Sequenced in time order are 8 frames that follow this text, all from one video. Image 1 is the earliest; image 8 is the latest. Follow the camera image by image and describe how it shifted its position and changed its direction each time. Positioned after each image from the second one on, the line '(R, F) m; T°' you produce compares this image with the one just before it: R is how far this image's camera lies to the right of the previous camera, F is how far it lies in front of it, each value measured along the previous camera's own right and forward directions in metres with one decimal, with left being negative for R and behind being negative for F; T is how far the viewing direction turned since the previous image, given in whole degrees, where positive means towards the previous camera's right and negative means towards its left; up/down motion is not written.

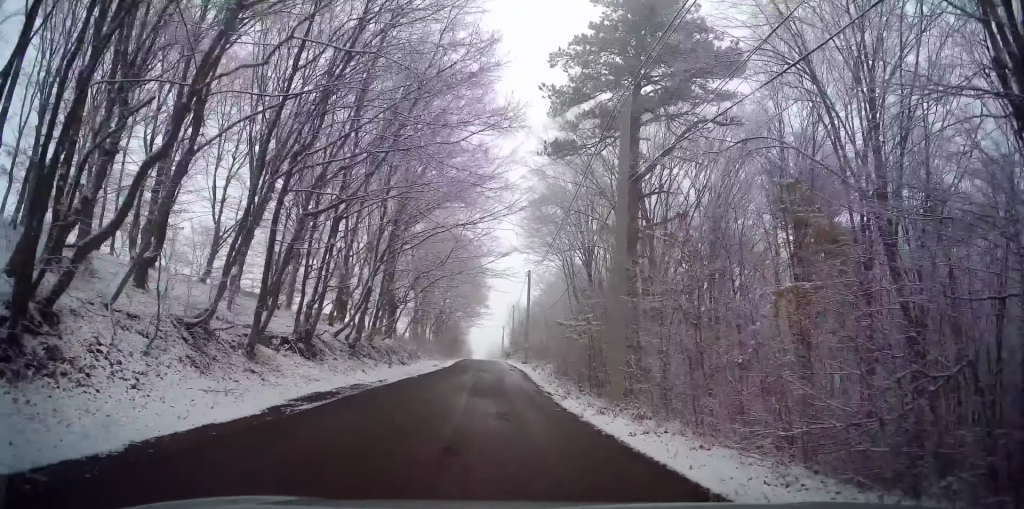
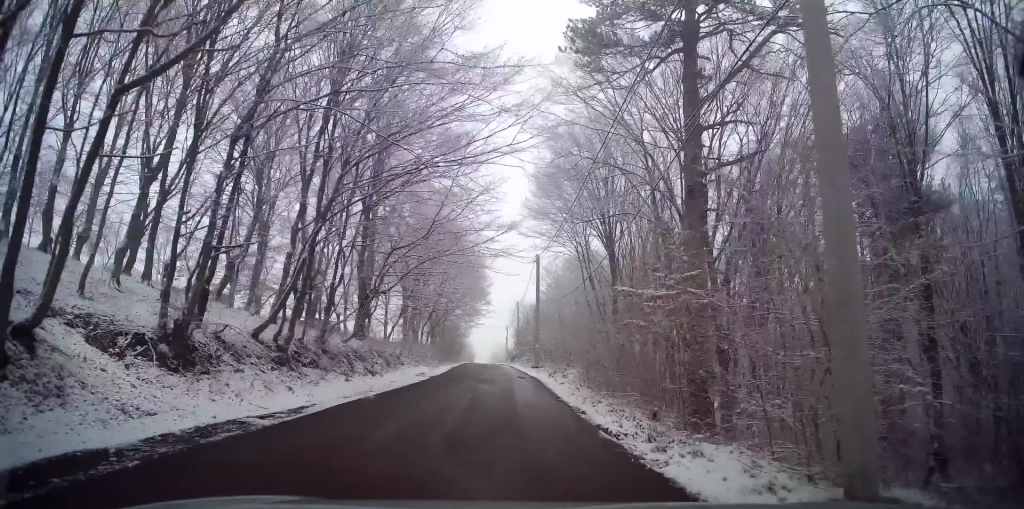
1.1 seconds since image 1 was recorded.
(-0.3, +7.6) m; -3°
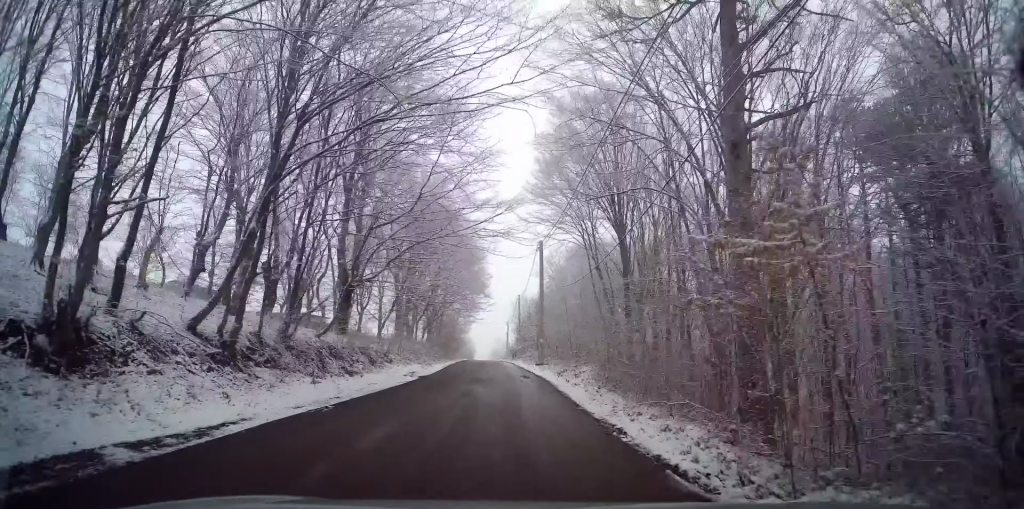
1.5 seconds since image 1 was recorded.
(0.0, +3.1) m; 0°
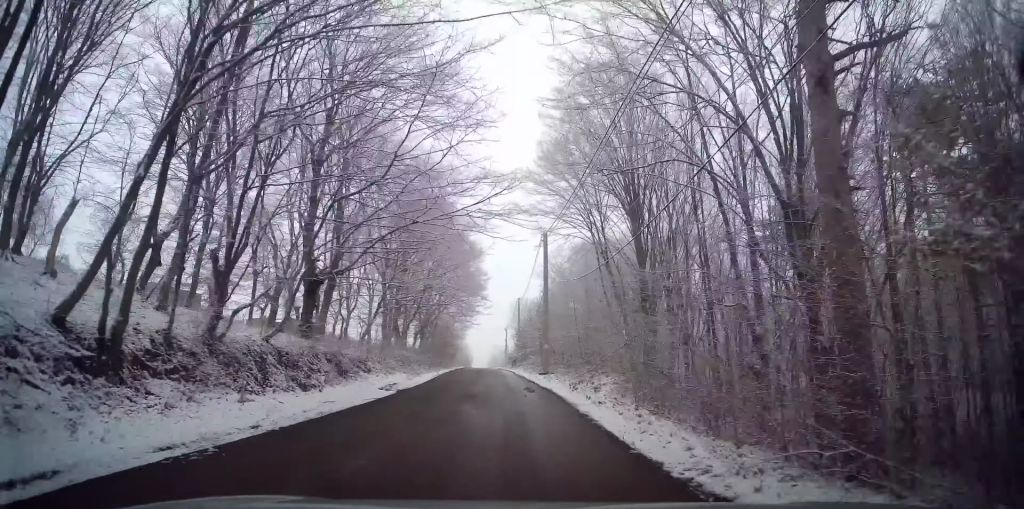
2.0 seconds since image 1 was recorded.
(0.0, +3.7) m; 0°
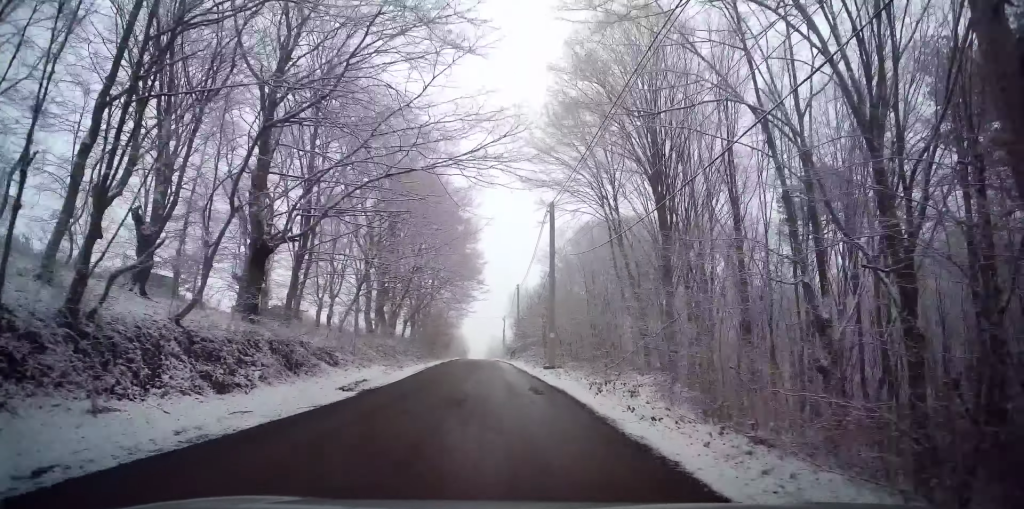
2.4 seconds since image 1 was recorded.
(0.0, +4.0) m; -1°
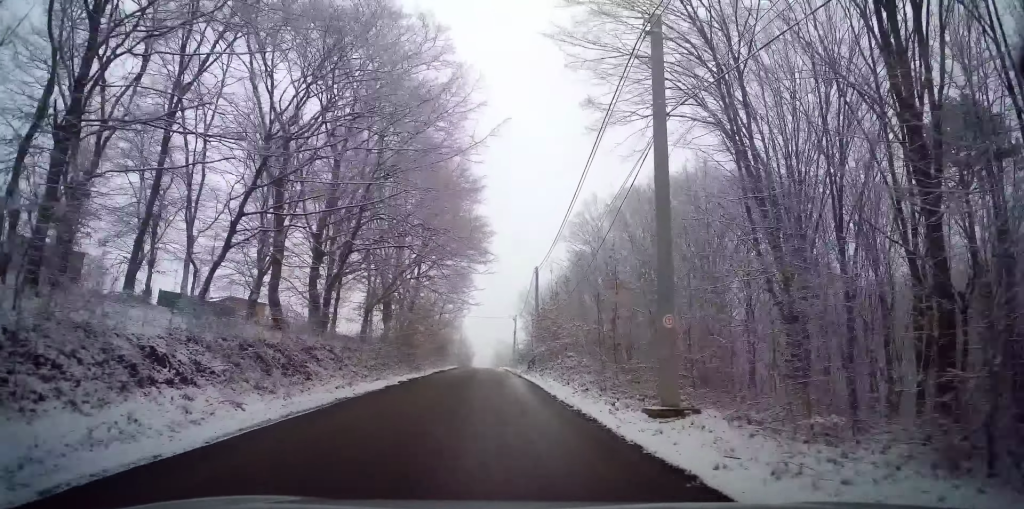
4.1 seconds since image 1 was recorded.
(-0.4, +15.4) m; -1°
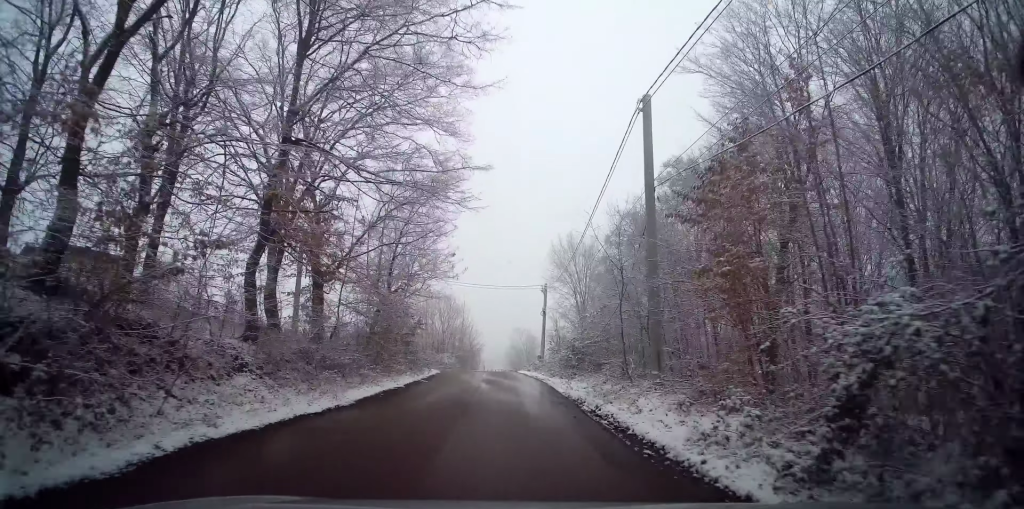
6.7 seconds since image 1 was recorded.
(-0.3, +27.4) m; -1°
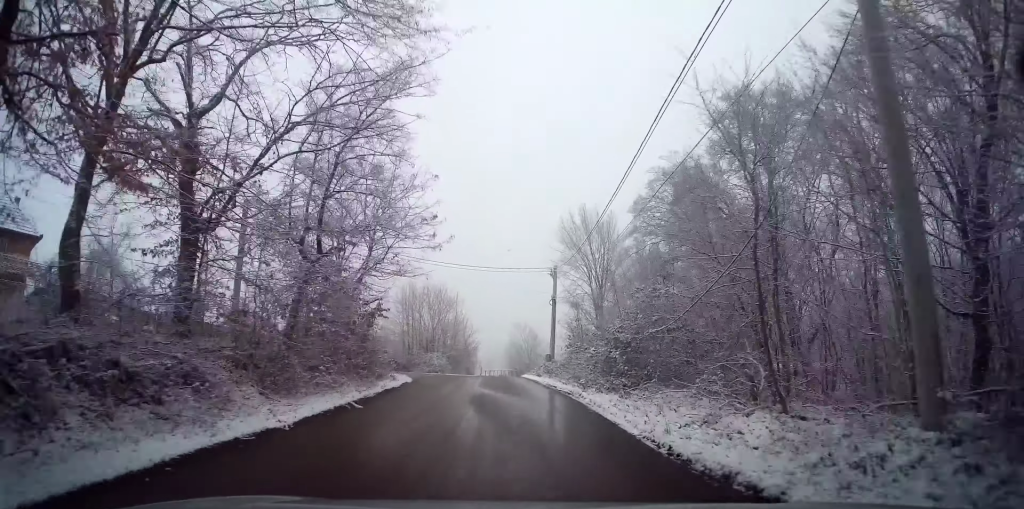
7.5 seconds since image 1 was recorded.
(-0.2, +8.5) m; -2°
